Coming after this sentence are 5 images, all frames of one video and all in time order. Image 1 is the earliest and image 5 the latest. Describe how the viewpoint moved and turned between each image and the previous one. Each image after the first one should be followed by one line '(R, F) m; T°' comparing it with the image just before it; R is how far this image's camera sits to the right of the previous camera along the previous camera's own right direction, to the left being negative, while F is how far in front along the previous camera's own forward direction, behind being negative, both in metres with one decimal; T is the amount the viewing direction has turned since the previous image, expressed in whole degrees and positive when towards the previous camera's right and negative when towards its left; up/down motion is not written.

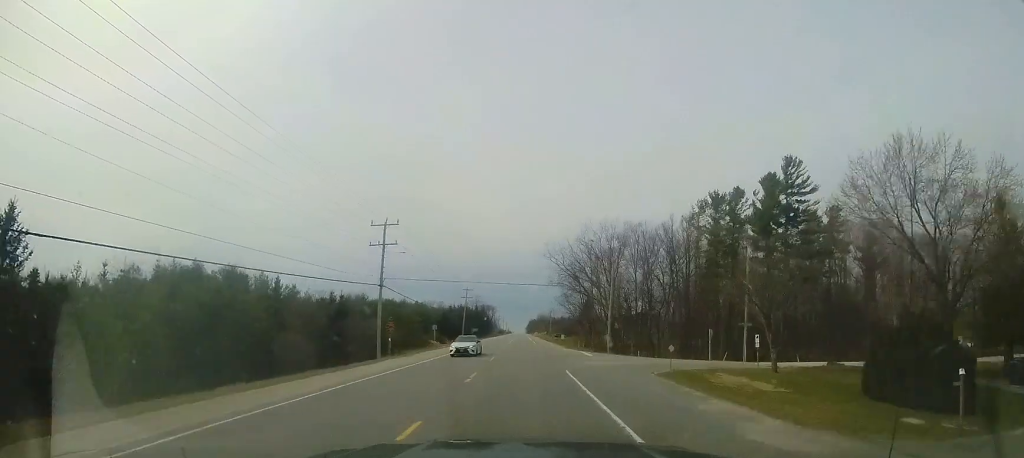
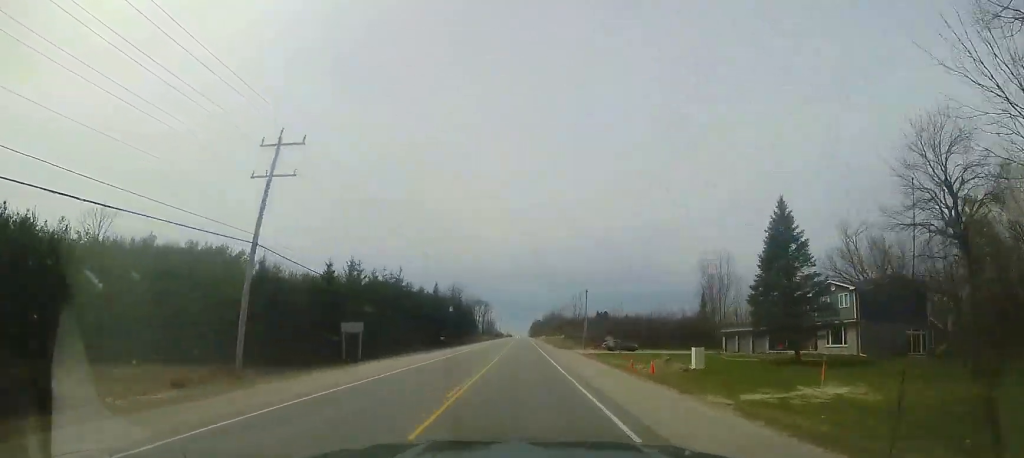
(+0.2, +74.5) m; 0°
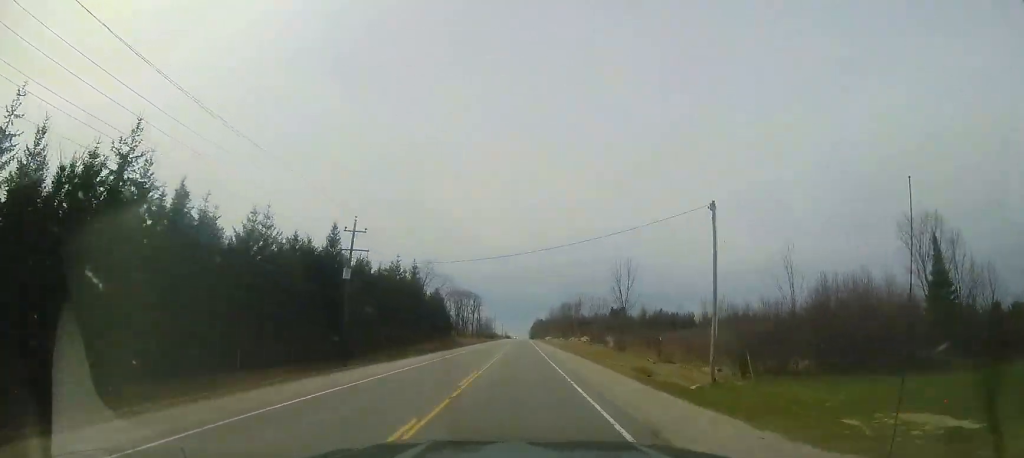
(0.0, +44.5) m; 0°
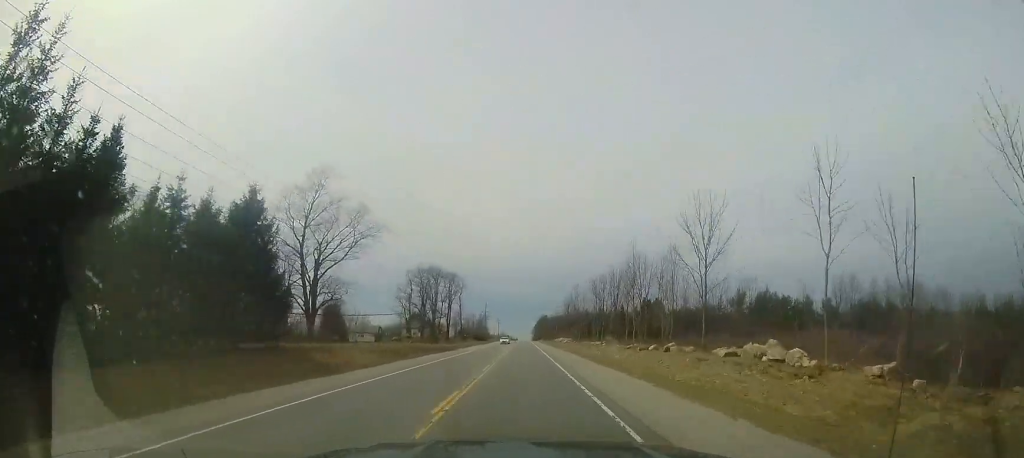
(+0.3, +58.8) m; +1°
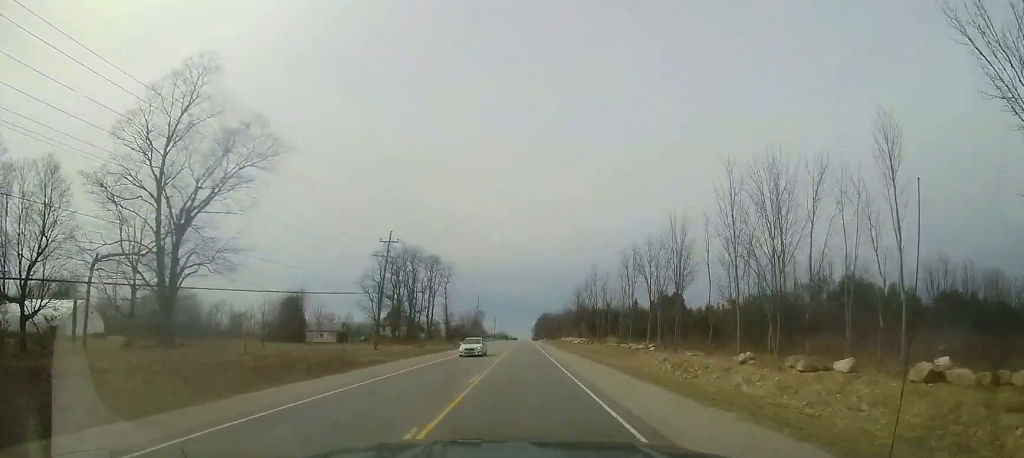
(0.0, +22.2) m; 0°
